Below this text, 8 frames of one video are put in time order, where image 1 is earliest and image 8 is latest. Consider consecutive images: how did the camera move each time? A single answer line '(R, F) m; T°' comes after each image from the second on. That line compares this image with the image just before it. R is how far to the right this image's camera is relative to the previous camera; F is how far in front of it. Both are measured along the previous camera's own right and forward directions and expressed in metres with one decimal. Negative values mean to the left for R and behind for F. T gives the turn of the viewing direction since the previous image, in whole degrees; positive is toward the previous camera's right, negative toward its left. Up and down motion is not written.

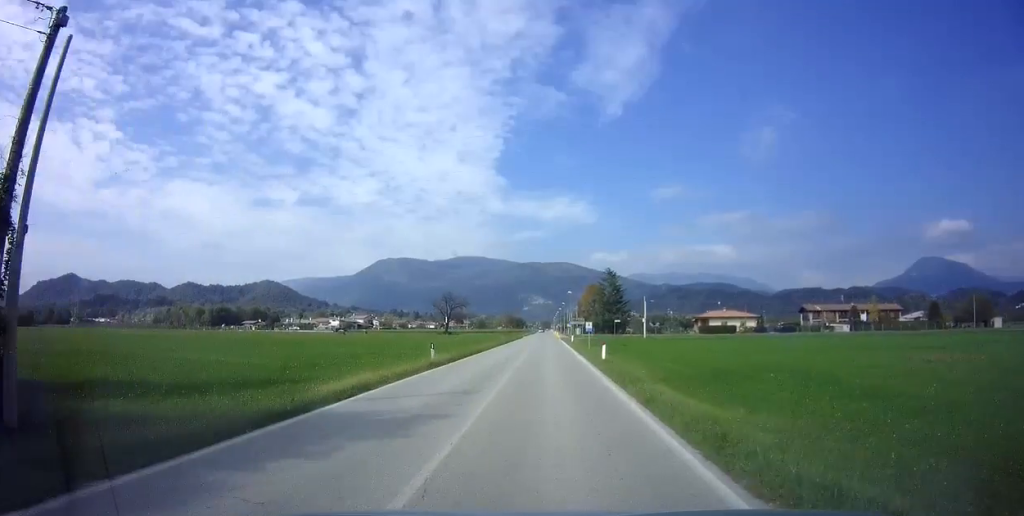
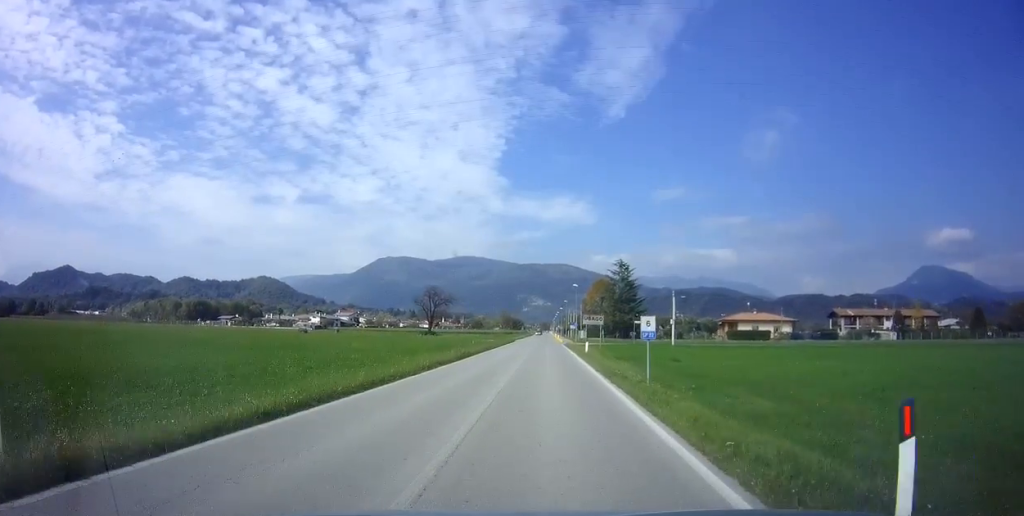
(0.0, +20.1) m; 0°
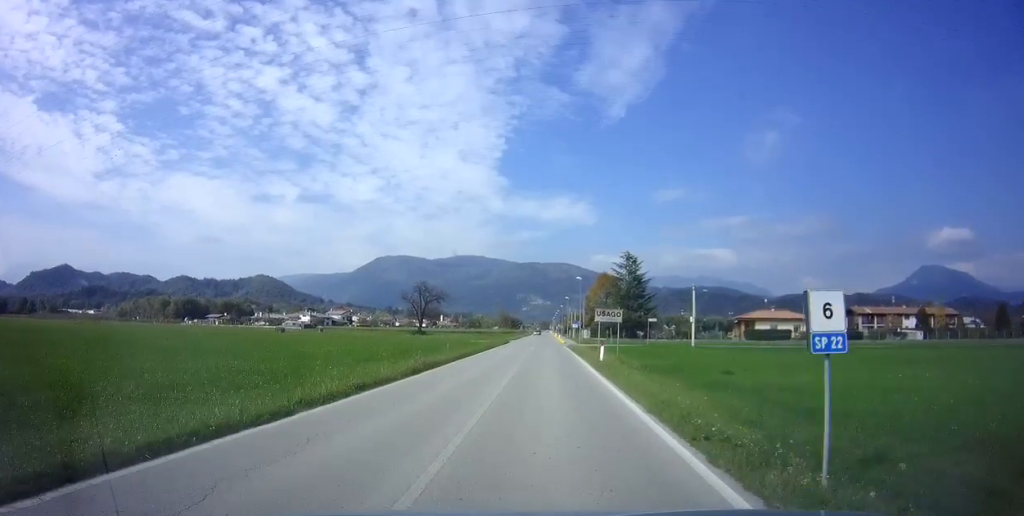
(0.0, +9.4) m; 0°
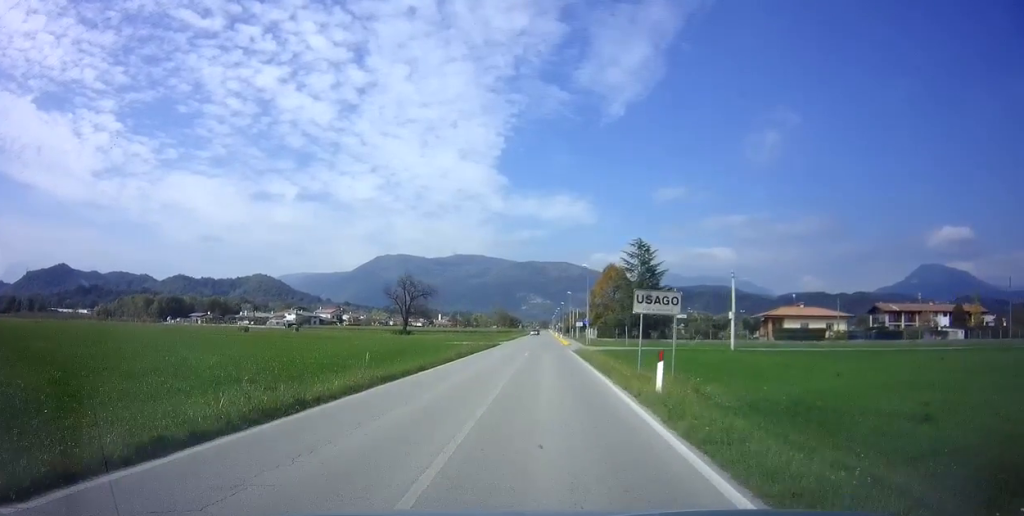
(0.0, +12.5) m; 0°
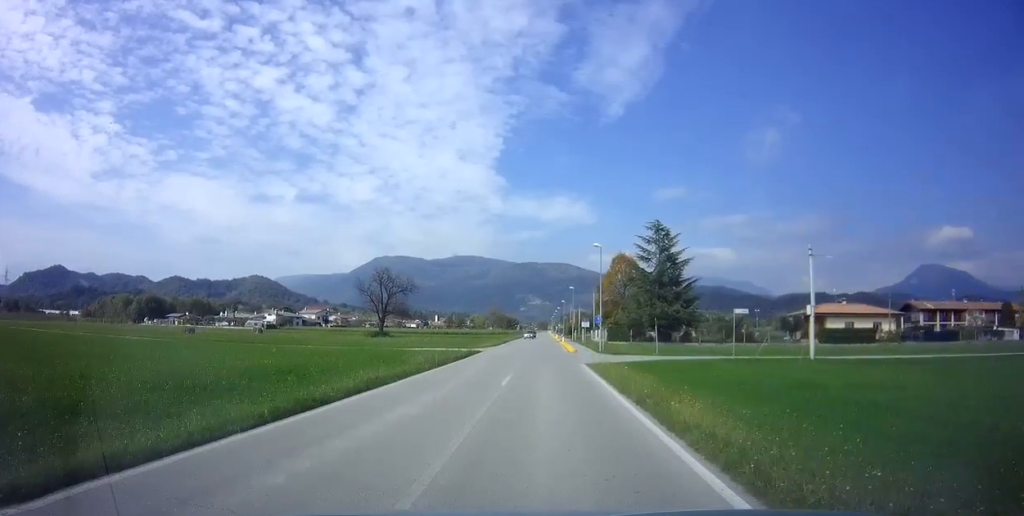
(-0.1, +14.9) m; 0°
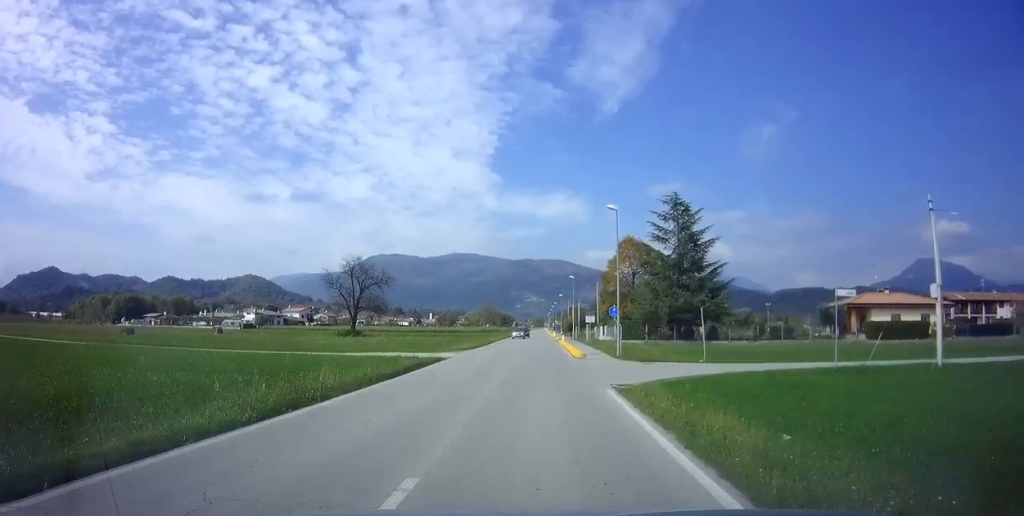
(+0.1, +11.9) m; 0°
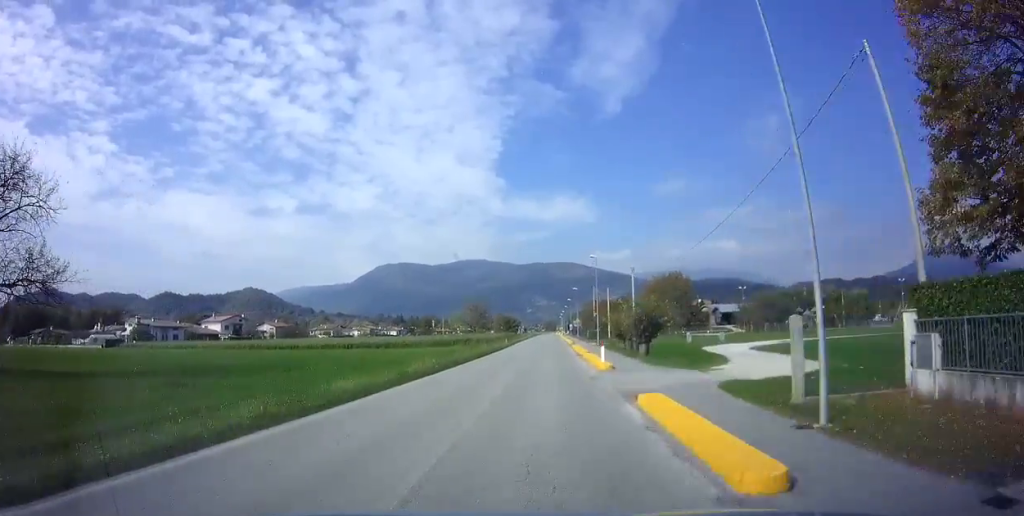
(-0.2, +62.7) m; -1°
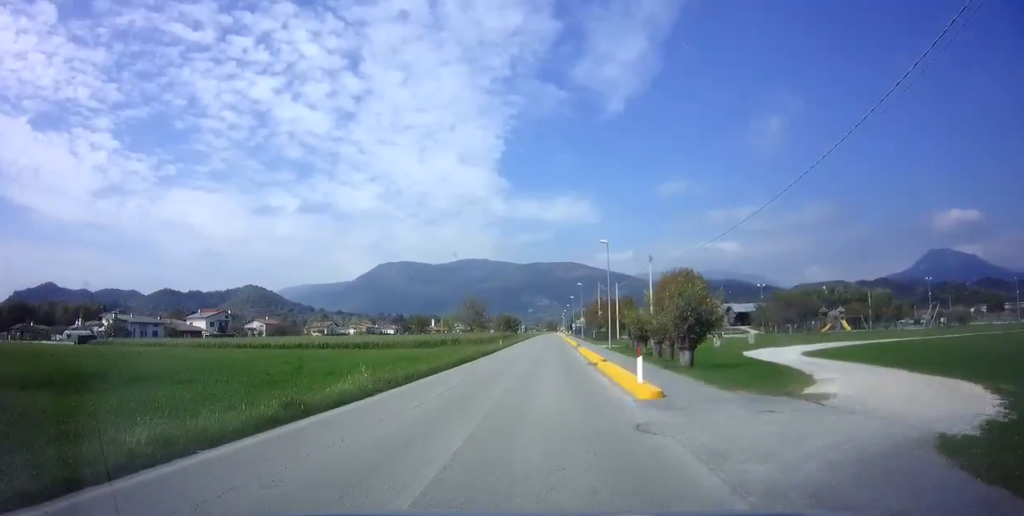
(0.0, +8.4) m; 0°
